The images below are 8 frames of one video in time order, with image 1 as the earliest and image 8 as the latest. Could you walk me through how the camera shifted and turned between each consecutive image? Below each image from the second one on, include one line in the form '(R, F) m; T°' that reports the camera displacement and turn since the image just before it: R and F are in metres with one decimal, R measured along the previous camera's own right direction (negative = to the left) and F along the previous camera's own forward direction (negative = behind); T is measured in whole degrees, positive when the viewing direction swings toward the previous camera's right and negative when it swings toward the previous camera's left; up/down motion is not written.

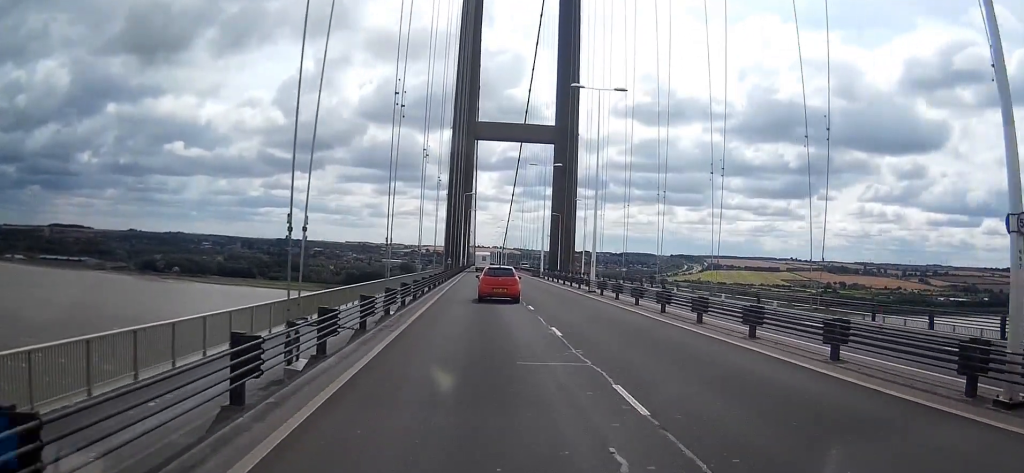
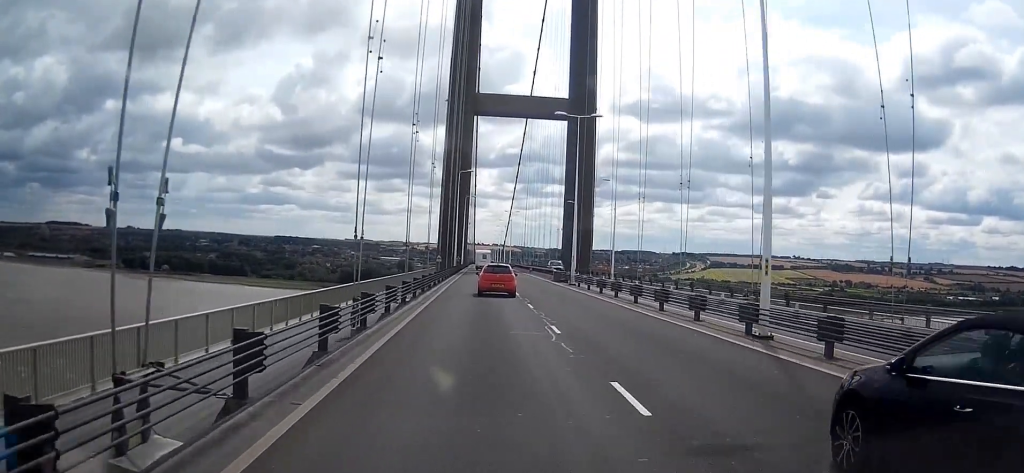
(0.0, +26.7) m; 0°
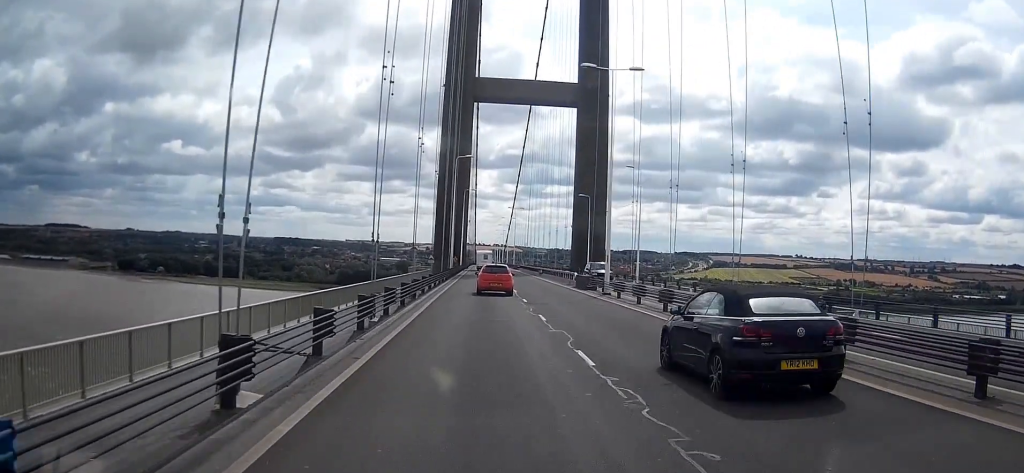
(-0.1, +13.7) m; 0°
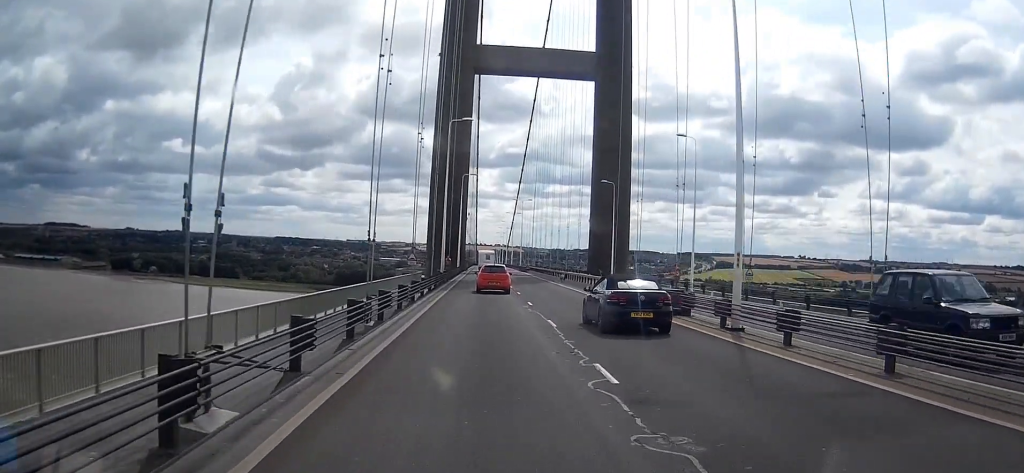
(0.0, +19.6) m; 0°
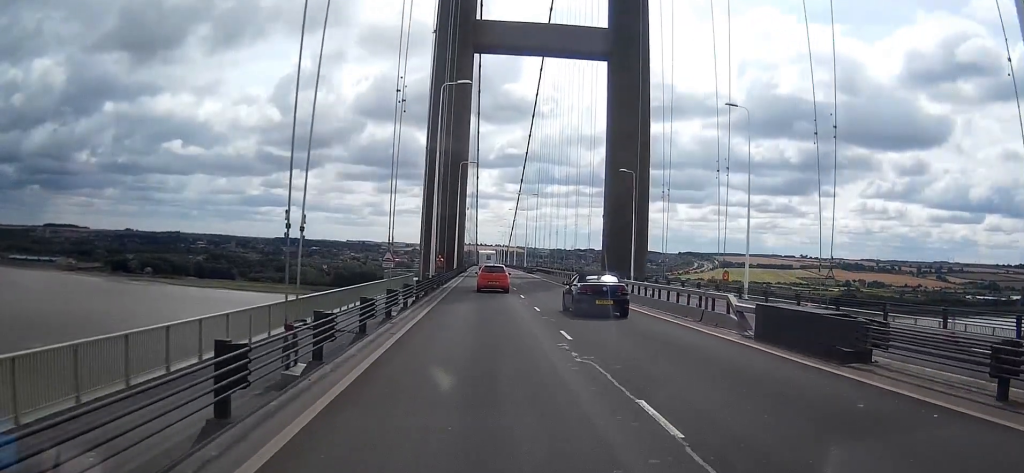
(+0.1, +12.3) m; 0°
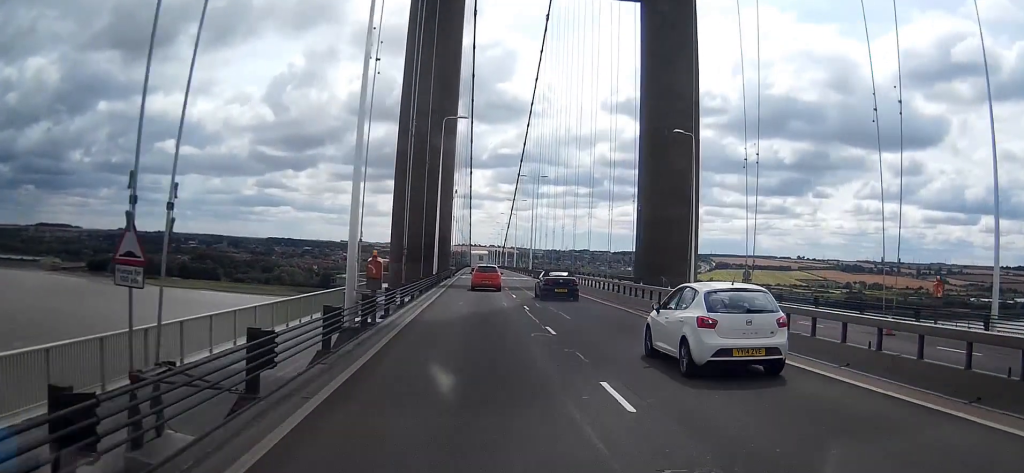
(0.0, +25.4) m; 0°
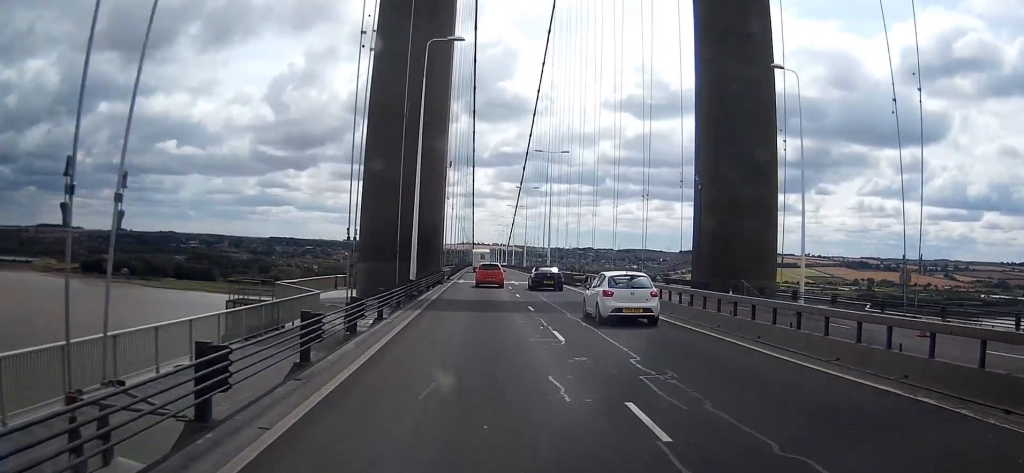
(0.0, +19.6) m; 0°
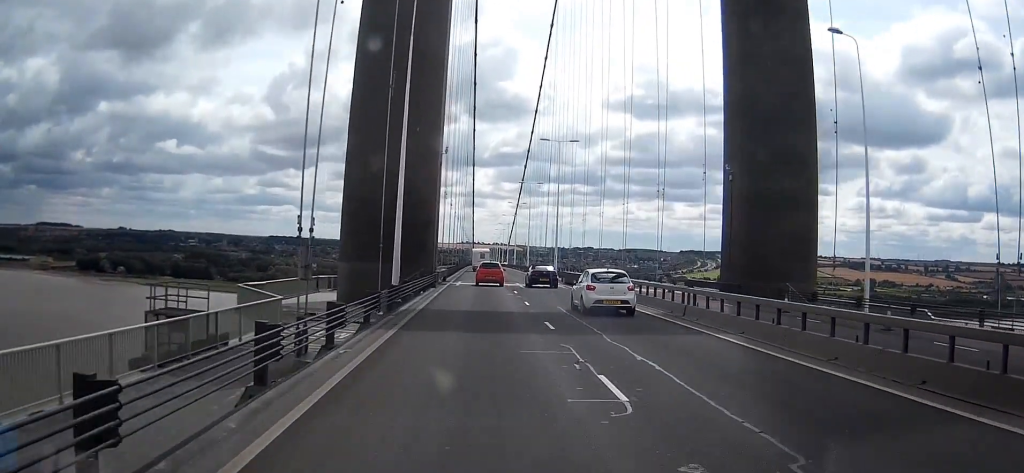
(0.0, +7.3) m; 0°
